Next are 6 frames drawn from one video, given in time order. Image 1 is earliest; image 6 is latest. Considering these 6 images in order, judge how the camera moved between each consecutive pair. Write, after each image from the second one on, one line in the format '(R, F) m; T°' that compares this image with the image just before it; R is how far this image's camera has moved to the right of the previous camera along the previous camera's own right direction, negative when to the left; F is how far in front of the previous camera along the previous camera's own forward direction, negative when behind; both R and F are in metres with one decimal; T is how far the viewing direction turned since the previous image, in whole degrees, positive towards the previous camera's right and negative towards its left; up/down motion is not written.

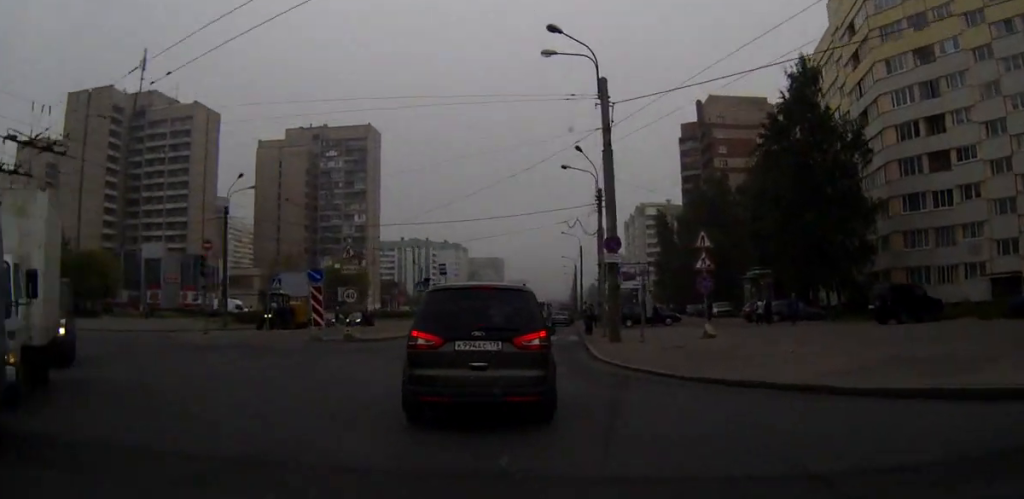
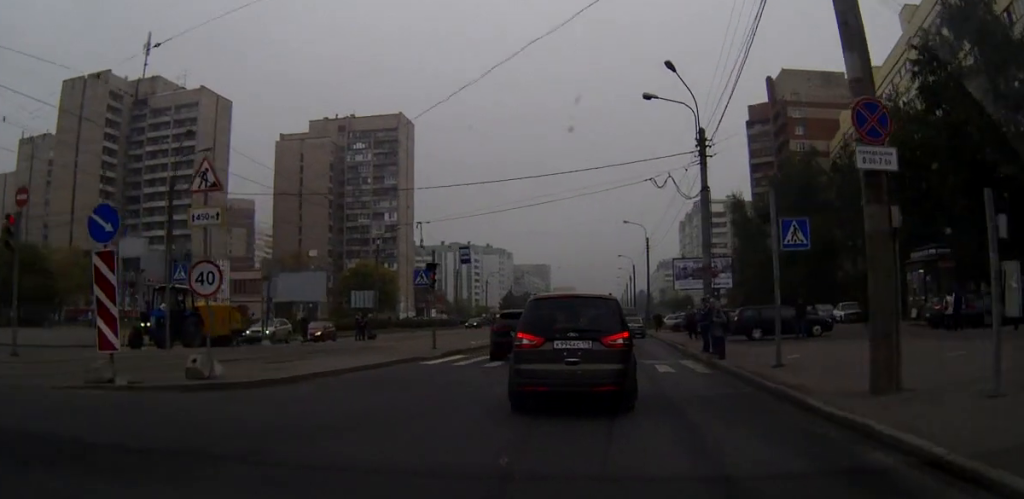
(-1.1, +21.3) m; -4°
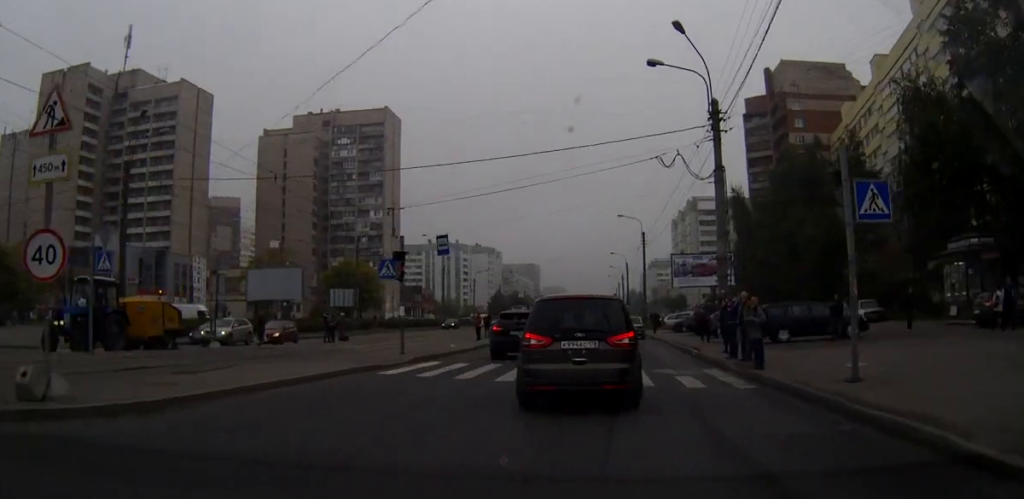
(0.0, +5.3) m; 0°
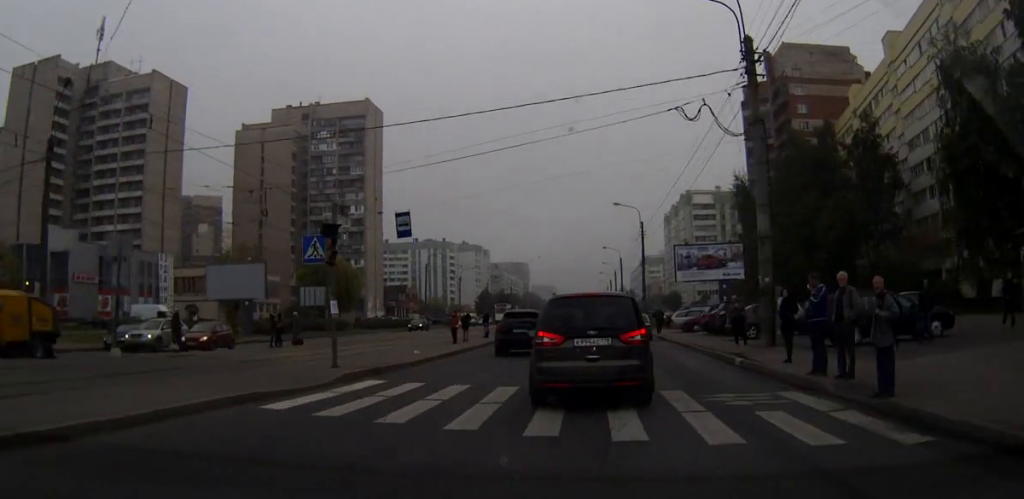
(0.0, +7.7) m; 0°
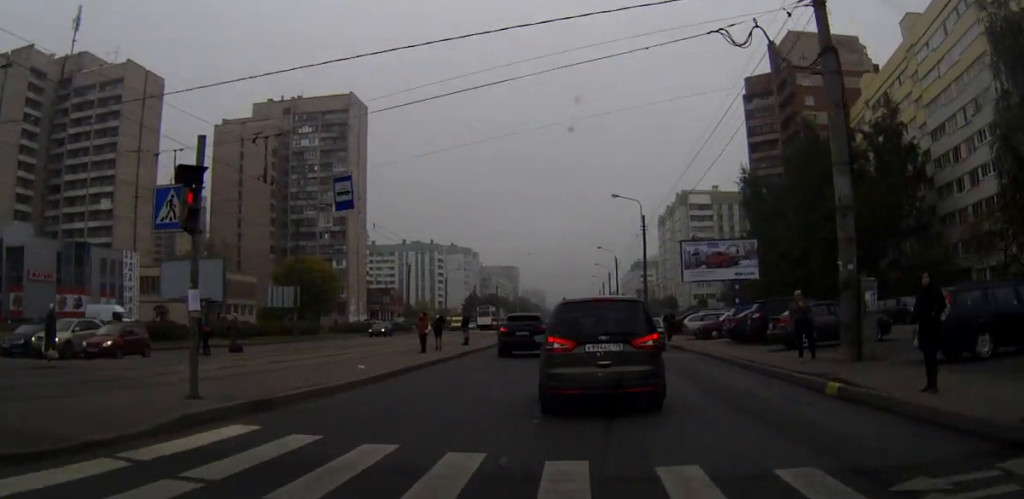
(0.0, +7.5) m; 0°
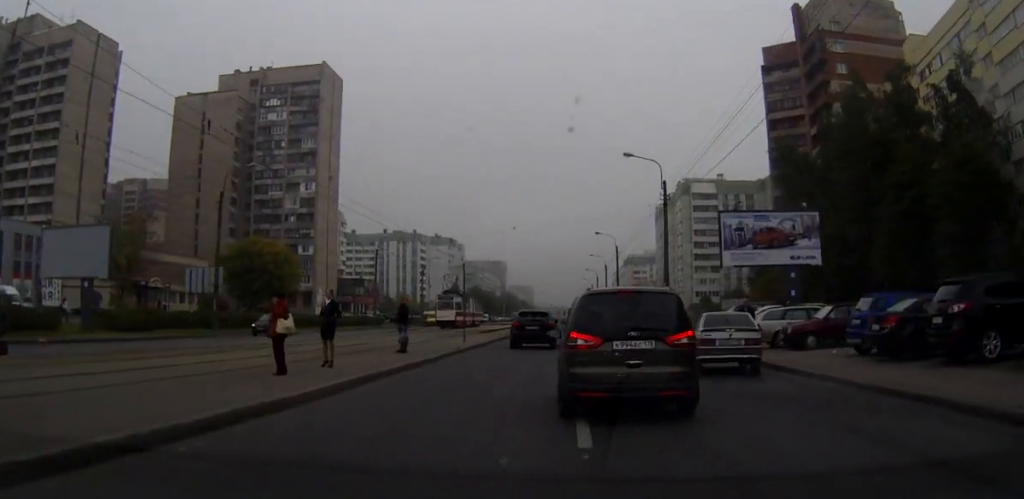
(+0.1, +16.4) m; 0°
